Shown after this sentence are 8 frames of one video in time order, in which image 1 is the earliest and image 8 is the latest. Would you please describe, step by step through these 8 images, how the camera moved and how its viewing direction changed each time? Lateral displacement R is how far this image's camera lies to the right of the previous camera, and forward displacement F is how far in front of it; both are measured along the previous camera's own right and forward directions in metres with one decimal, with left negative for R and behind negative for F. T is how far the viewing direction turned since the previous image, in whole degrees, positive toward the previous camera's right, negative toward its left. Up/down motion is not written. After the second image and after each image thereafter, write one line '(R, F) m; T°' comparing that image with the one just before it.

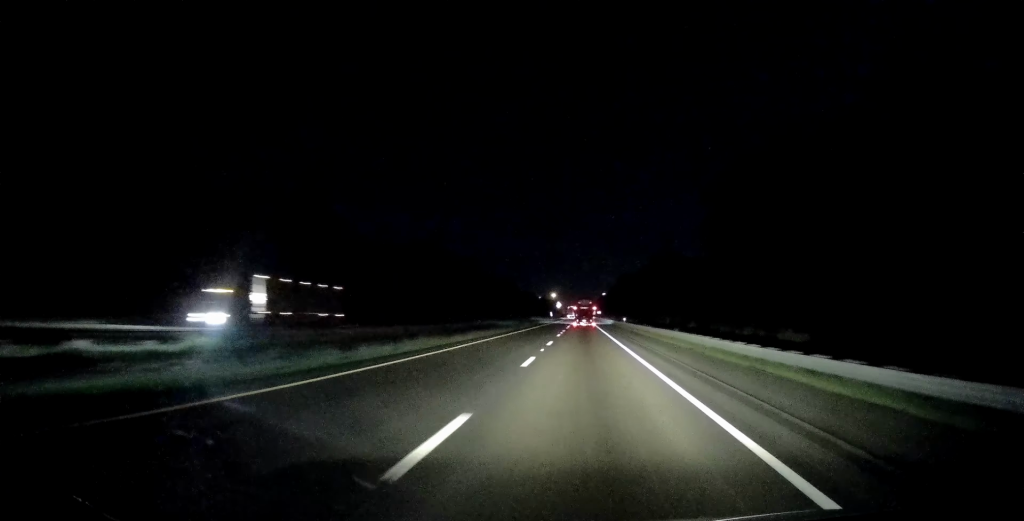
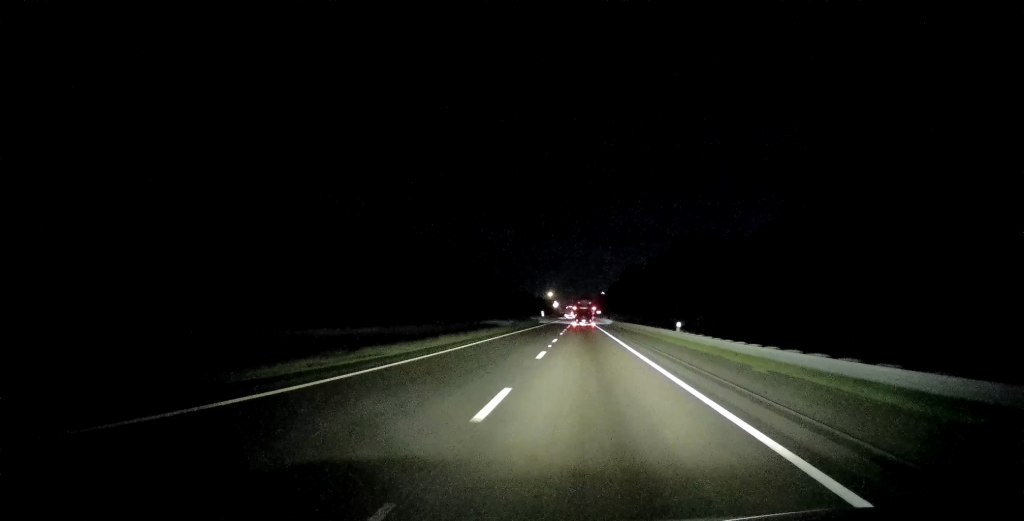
(-0.6, +45.3) m; 0°
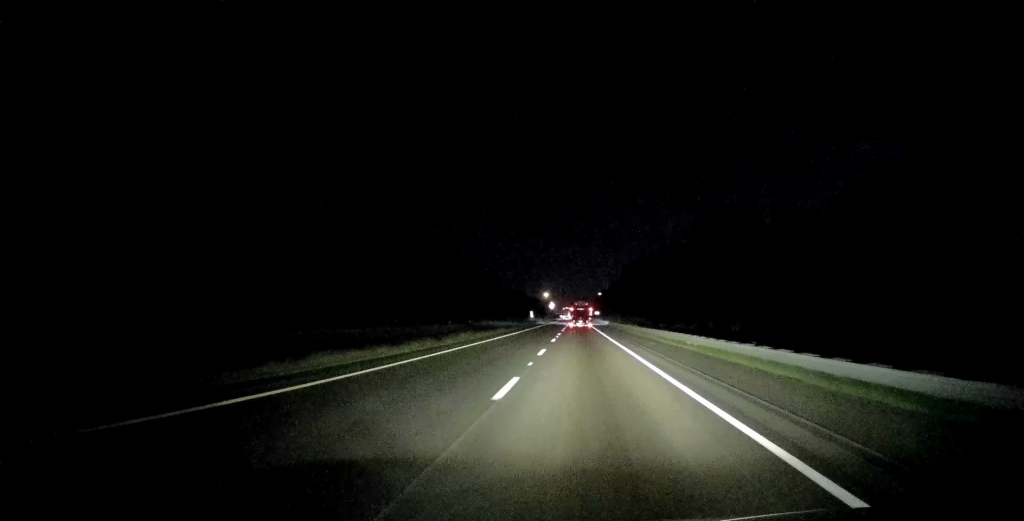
(+0.4, +34.0) m; 0°
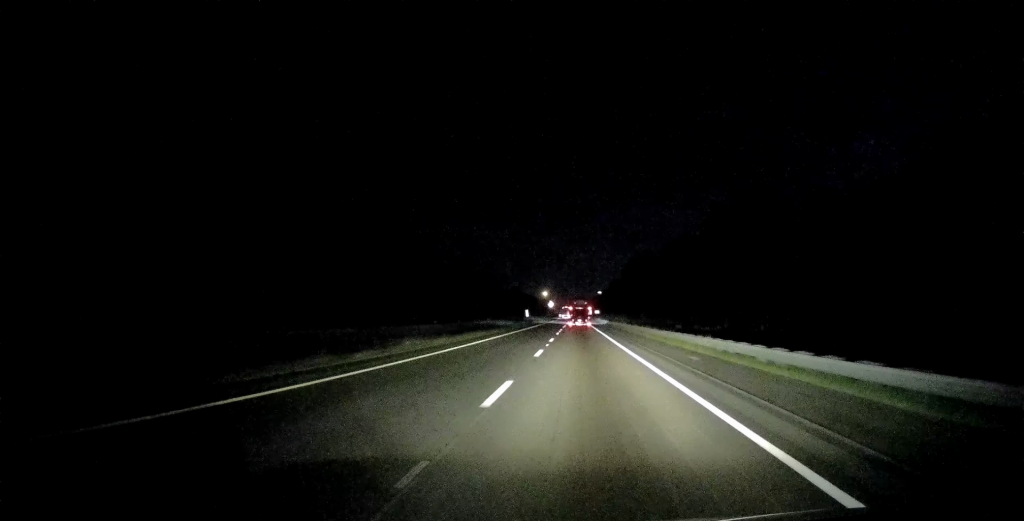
(-0.1, +12.9) m; 0°
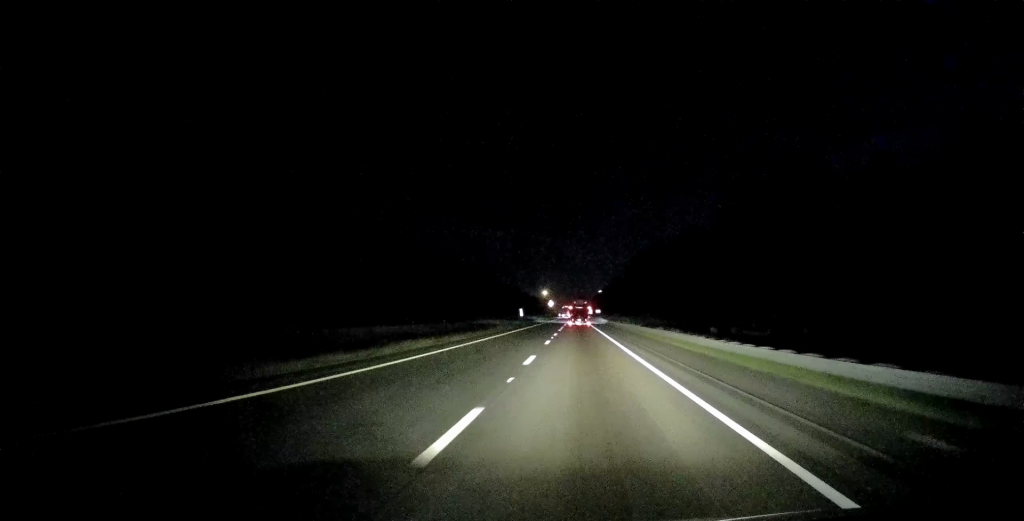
(-0.1, +15.9) m; 0°
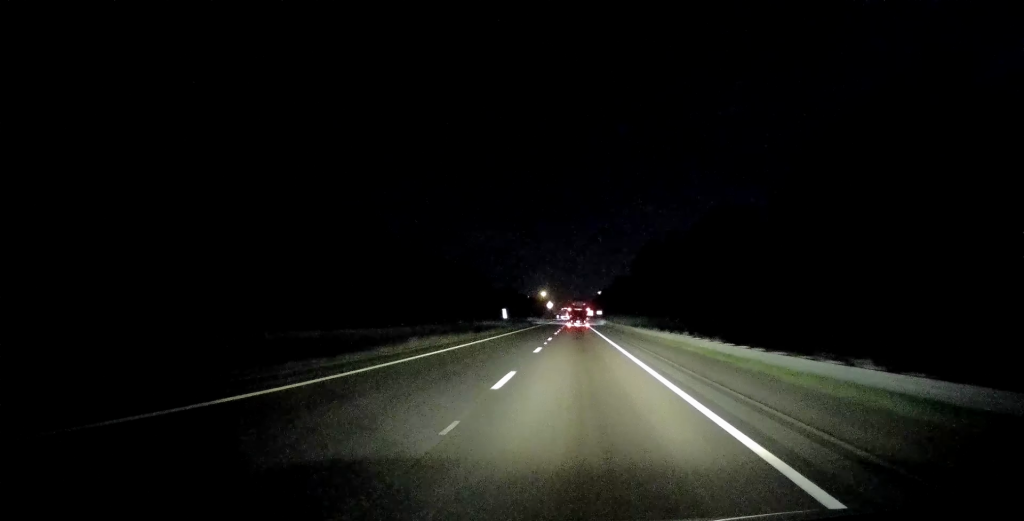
(+0.2, +29.9) m; 0°
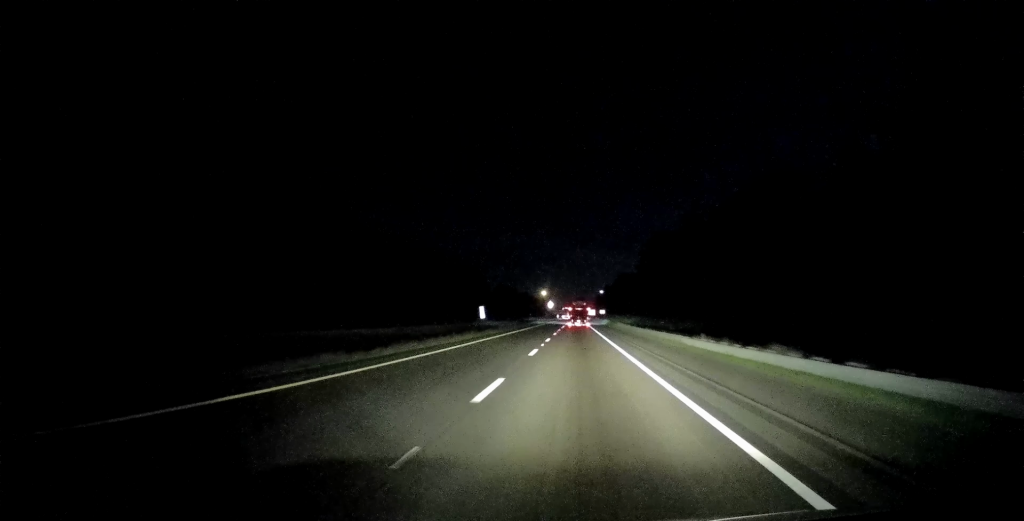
(0.0, +25.9) m; 0°
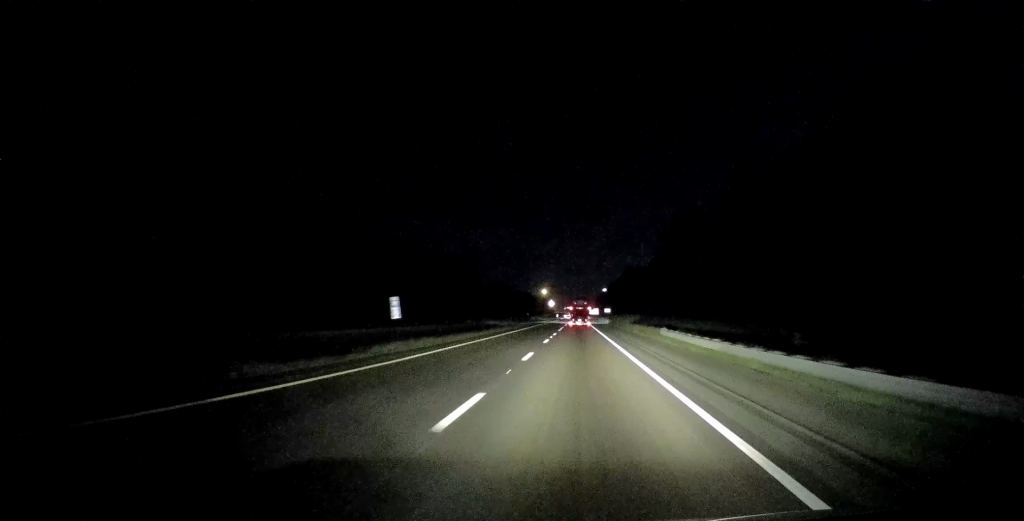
(+0.1, +38.7) m; 0°
